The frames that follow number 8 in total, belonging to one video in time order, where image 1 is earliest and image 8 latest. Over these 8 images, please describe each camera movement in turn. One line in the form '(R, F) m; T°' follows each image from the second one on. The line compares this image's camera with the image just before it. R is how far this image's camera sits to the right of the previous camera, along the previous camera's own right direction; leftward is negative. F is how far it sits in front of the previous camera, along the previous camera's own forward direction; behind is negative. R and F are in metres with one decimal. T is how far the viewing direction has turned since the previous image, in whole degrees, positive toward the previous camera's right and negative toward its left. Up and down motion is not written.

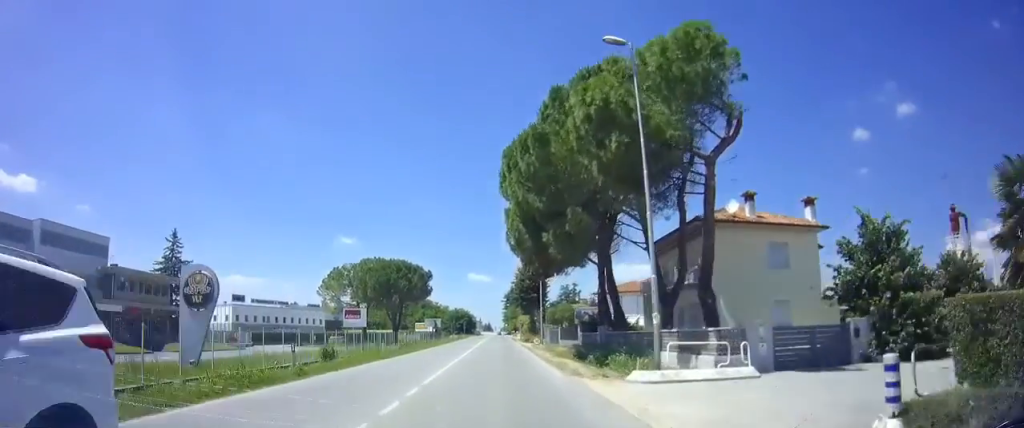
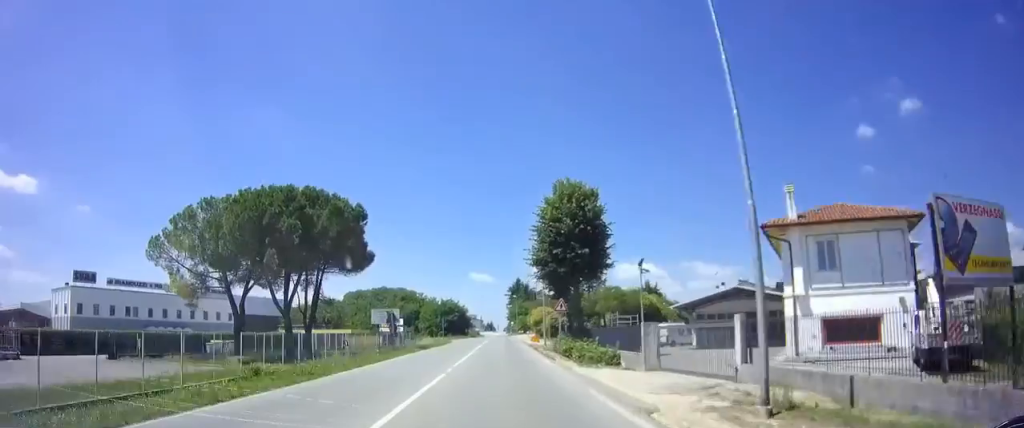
(+0.4, +43.1) m; 0°
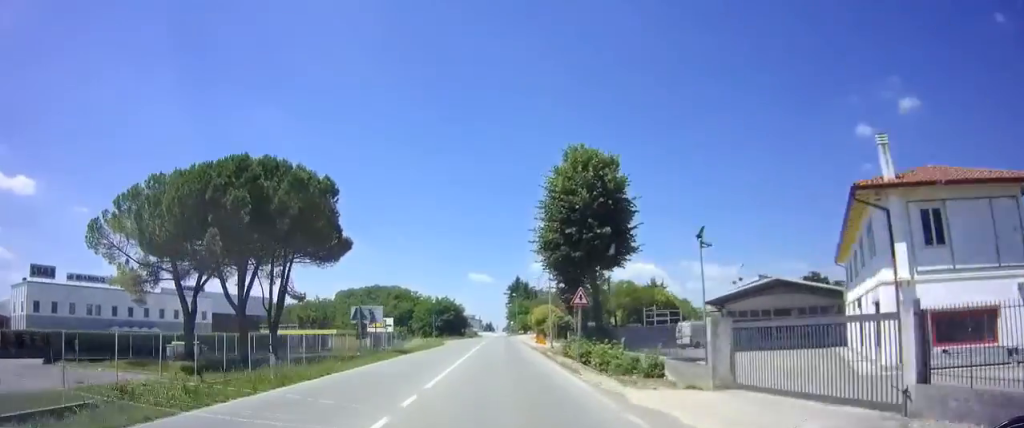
(0.0, +7.2) m; 0°
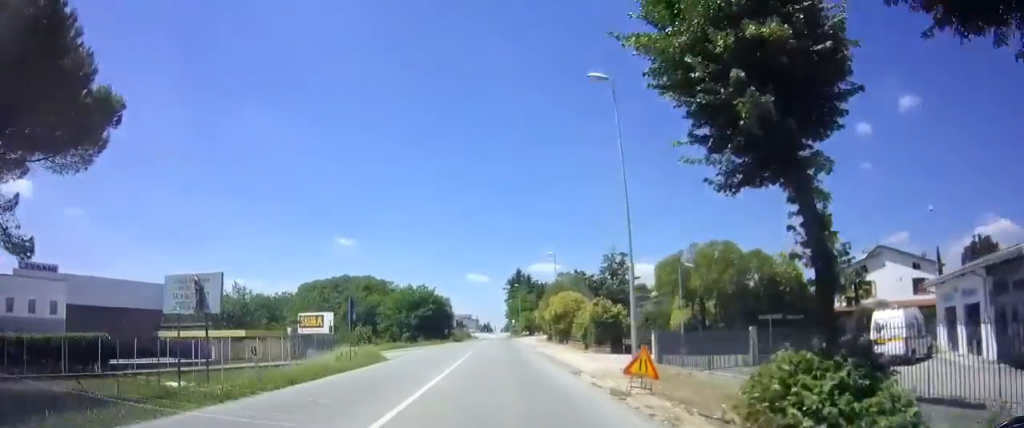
(-0.2, +27.6) m; 0°
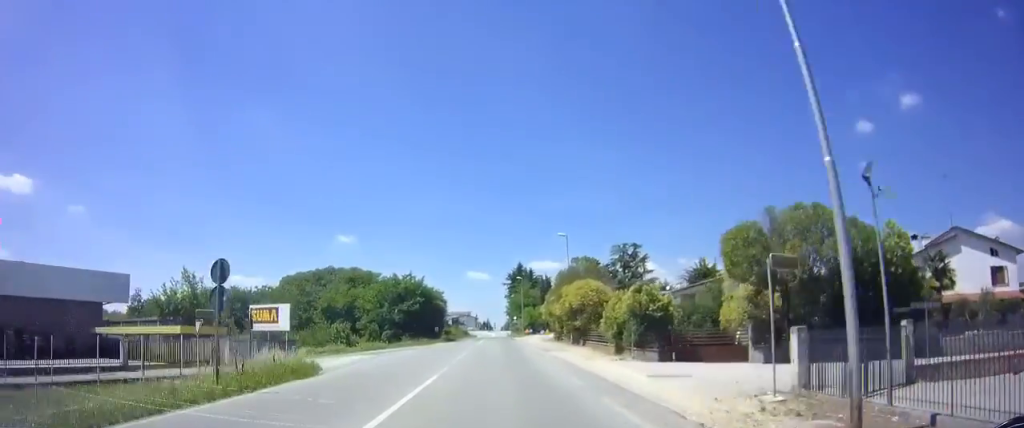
(0.0, +10.8) m; 0°
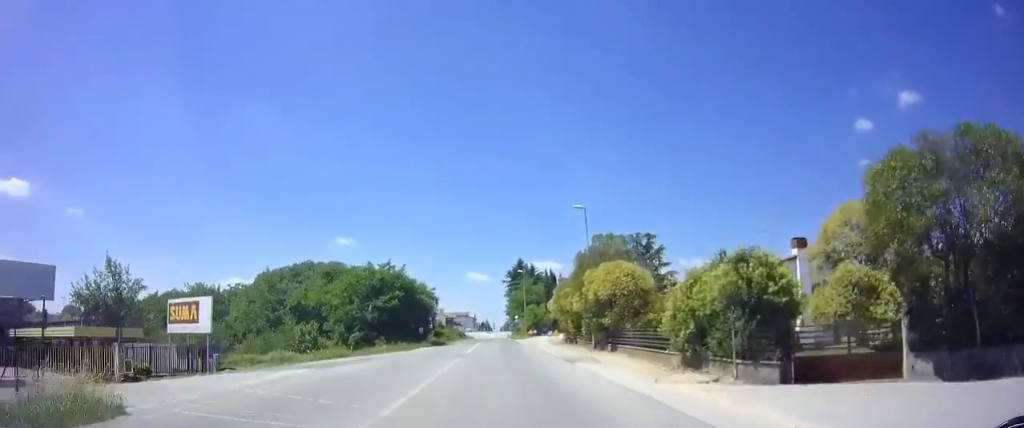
(0.0, +11.4) m; 0°
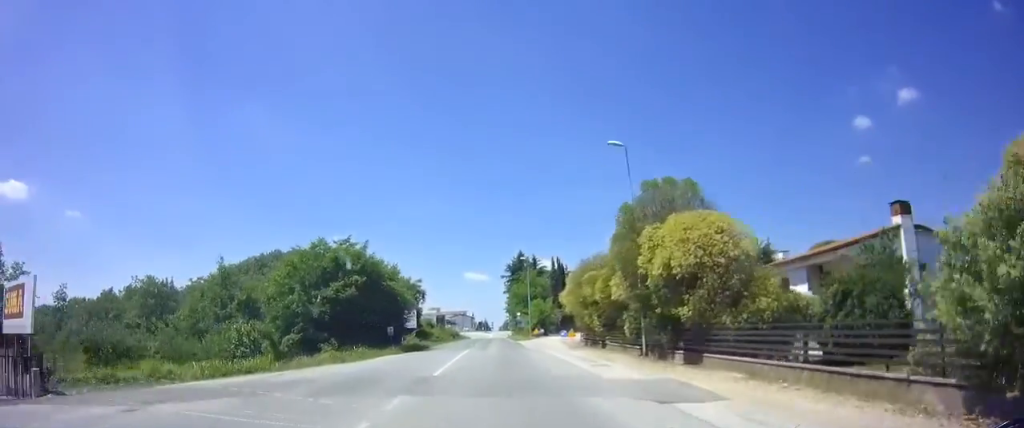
(0.0, +13.2) m; 0°
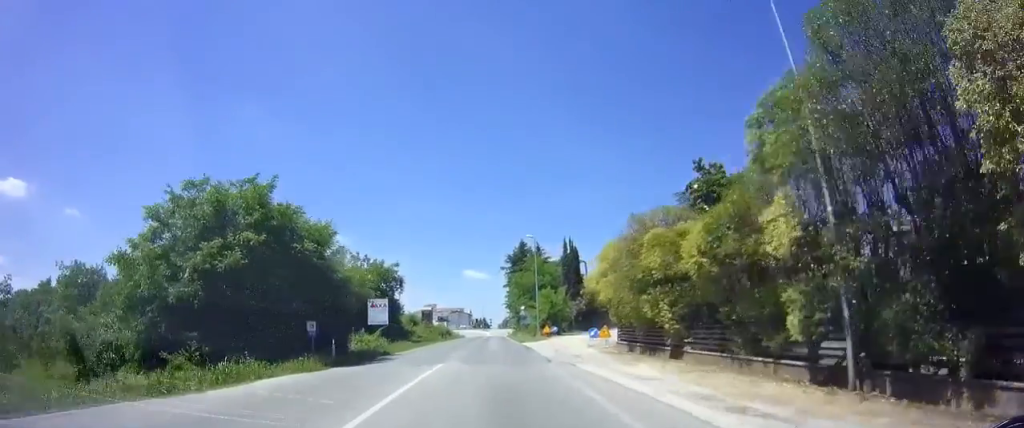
(0.0, +15.5) m; 0°
